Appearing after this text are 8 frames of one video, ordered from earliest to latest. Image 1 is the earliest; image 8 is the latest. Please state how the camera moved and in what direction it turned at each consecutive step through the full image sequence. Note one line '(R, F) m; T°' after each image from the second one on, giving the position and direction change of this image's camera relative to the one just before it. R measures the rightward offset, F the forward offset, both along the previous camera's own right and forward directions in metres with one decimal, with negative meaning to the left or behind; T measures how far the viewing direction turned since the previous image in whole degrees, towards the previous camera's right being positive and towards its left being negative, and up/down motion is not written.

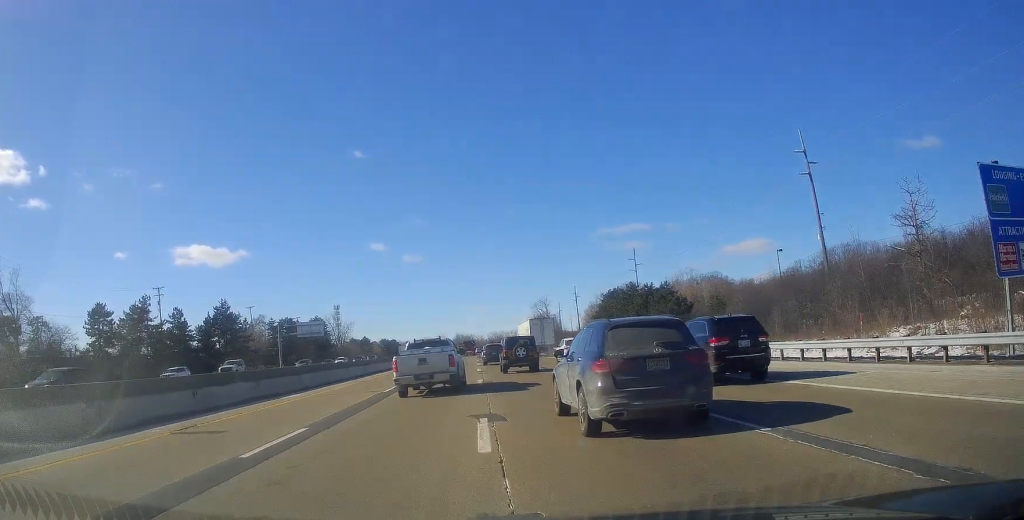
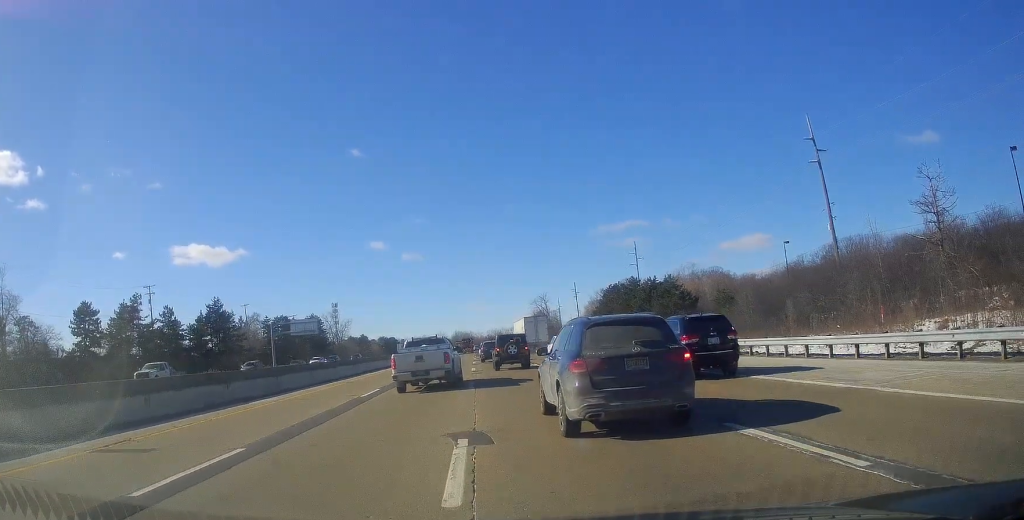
(-0.2, +2.9) m; 0°
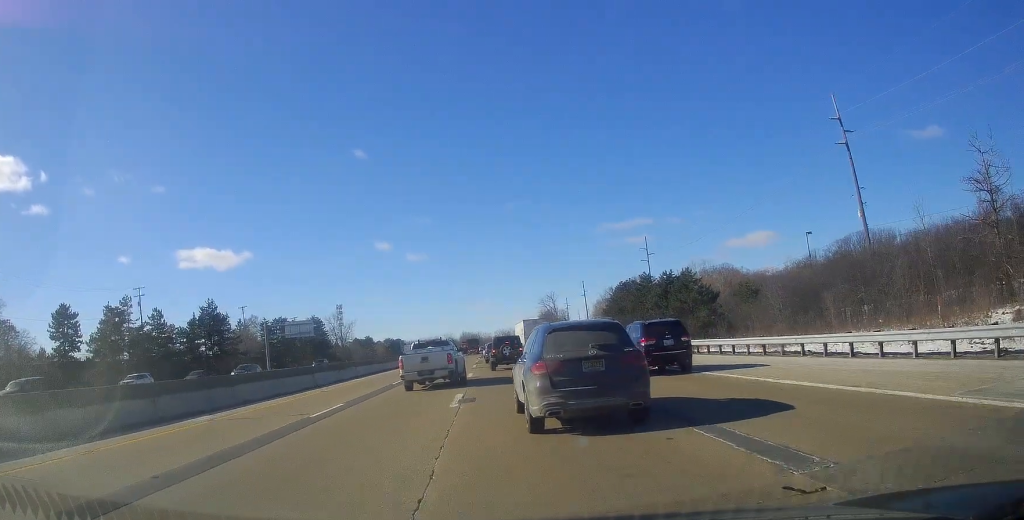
(+0.4, +6.4) m; 0°
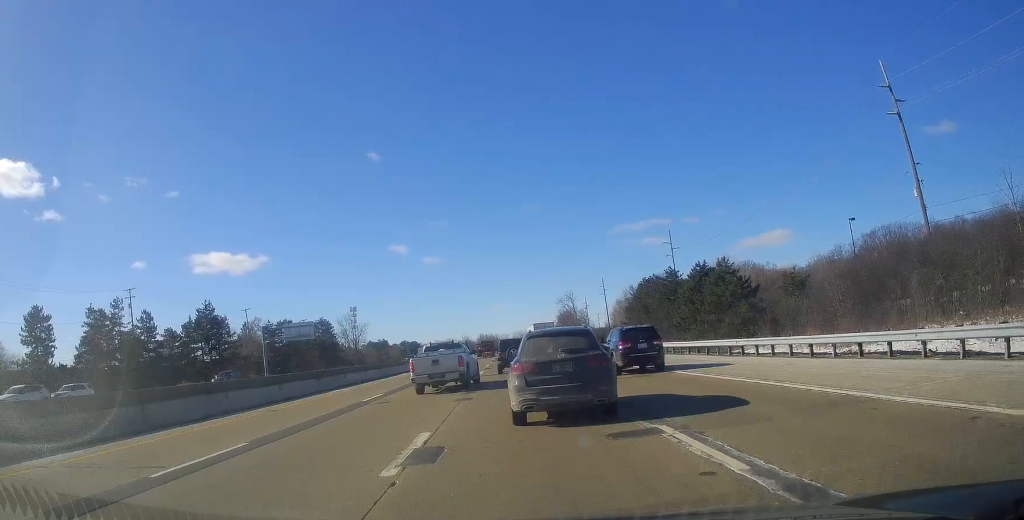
(-0.6, +9.0) m; -4°
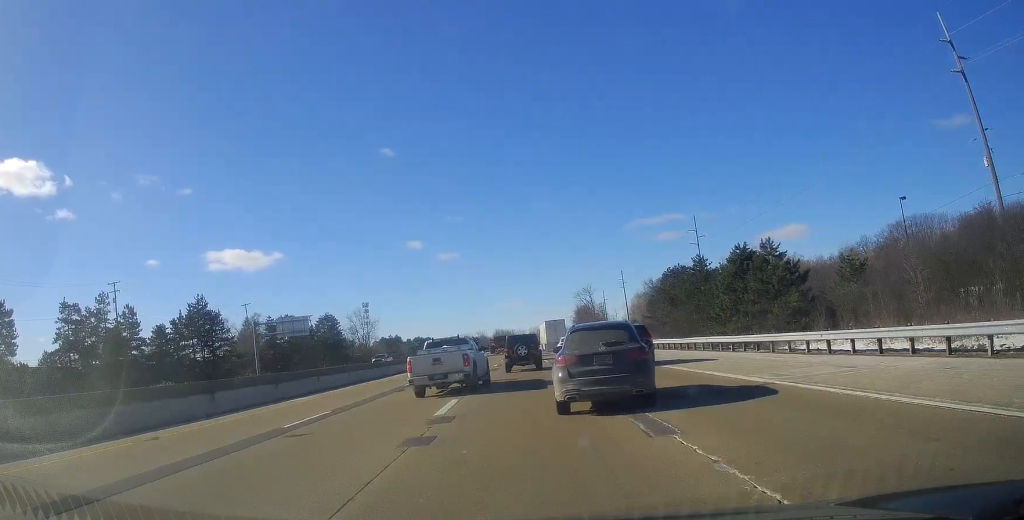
(0.0, +8.9) m; -2°
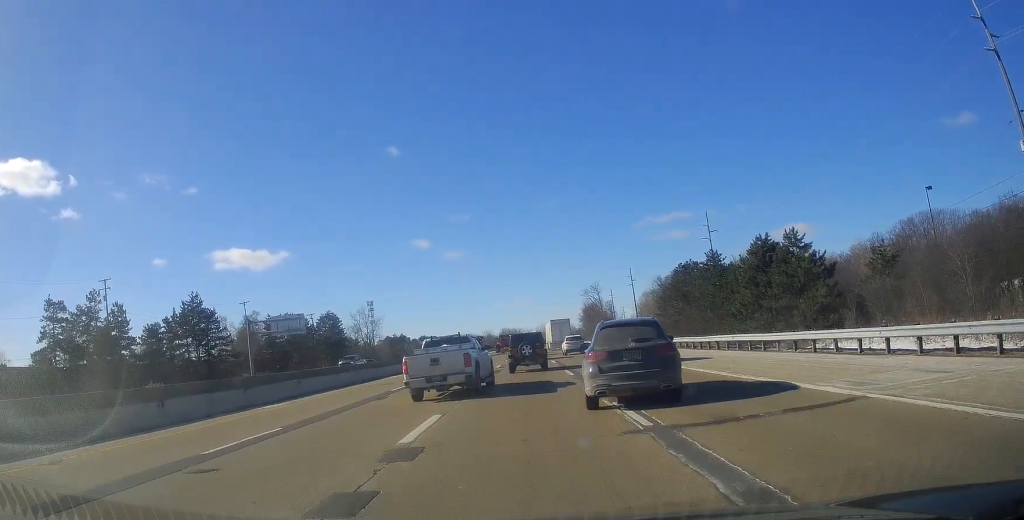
(+0.1, +4.1) m; -2°
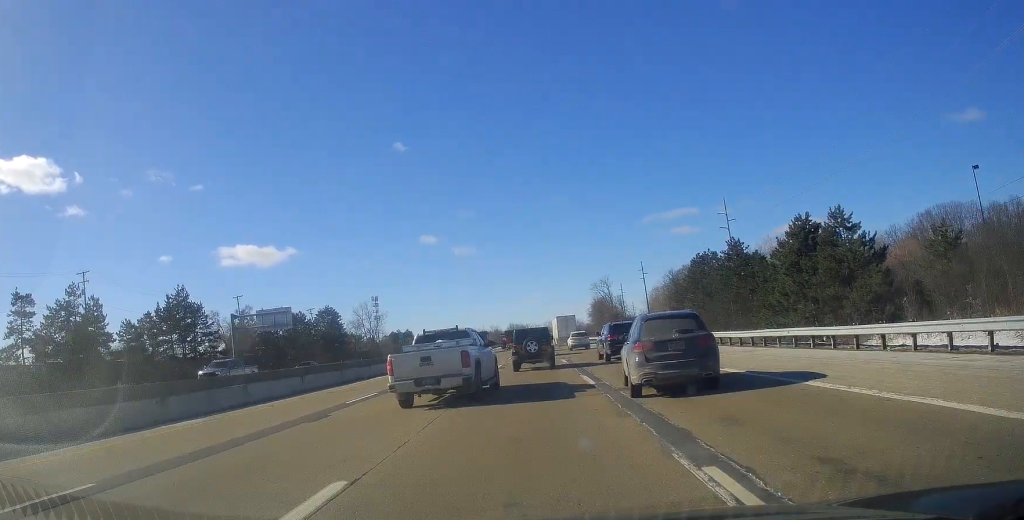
(-0.3, +7.0) m; -1°
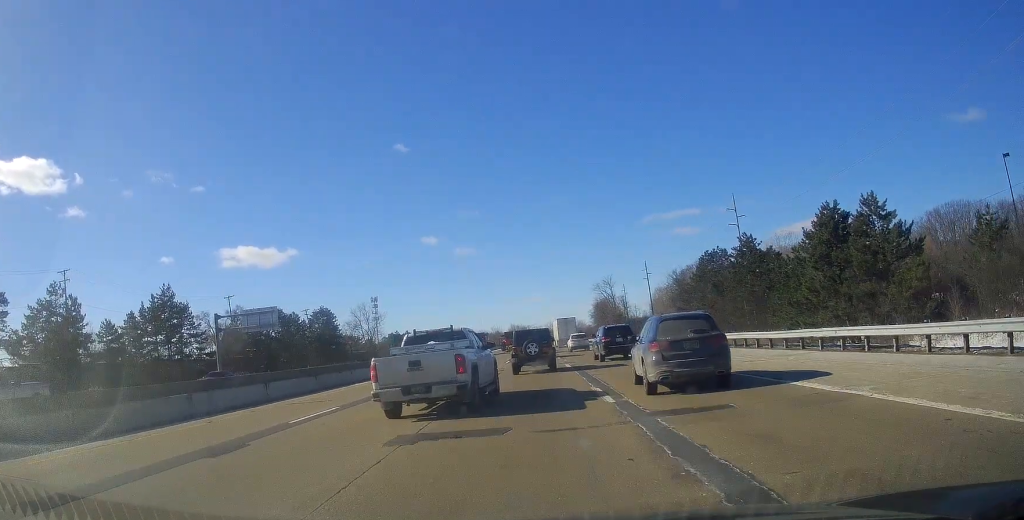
(-0.1, +4.5) m; +1°
